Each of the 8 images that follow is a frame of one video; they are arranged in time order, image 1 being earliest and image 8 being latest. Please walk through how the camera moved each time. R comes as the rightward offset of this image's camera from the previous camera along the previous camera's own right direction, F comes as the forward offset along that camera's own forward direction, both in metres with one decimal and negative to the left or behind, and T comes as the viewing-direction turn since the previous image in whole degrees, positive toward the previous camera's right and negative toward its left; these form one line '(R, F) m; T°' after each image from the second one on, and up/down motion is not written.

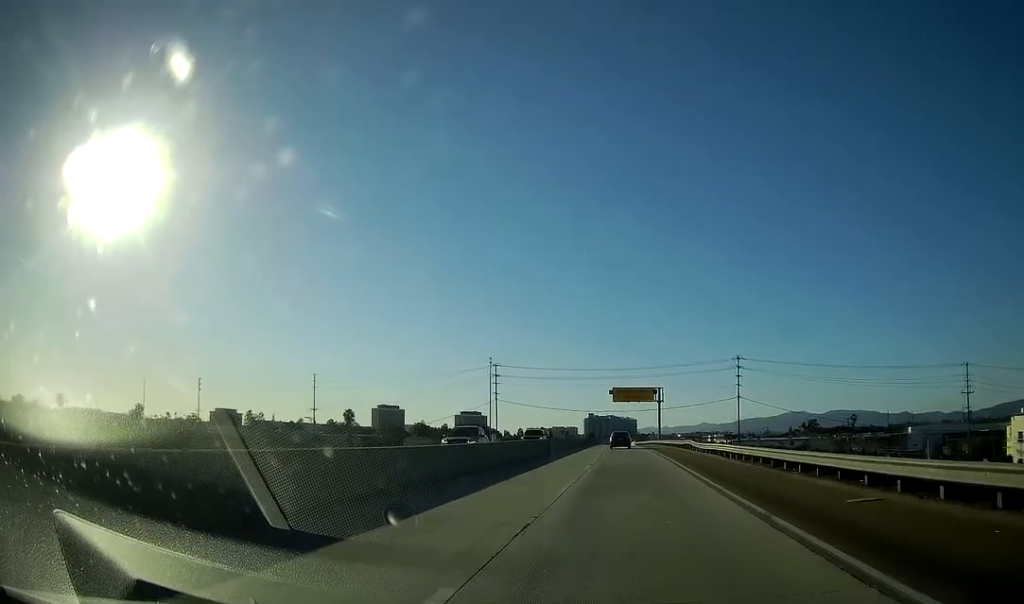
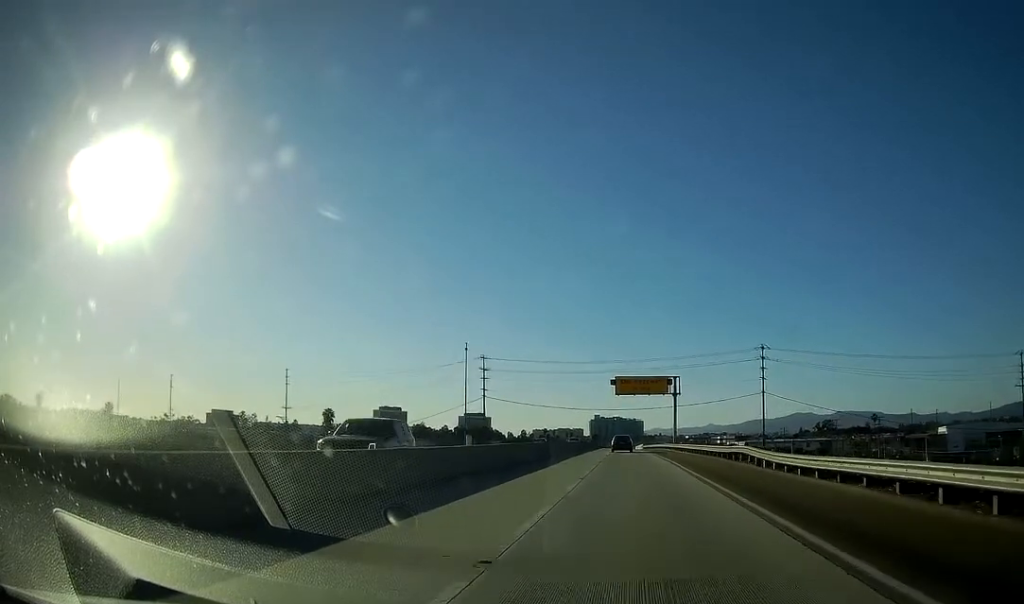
(0.0, +22.8) m; 0°
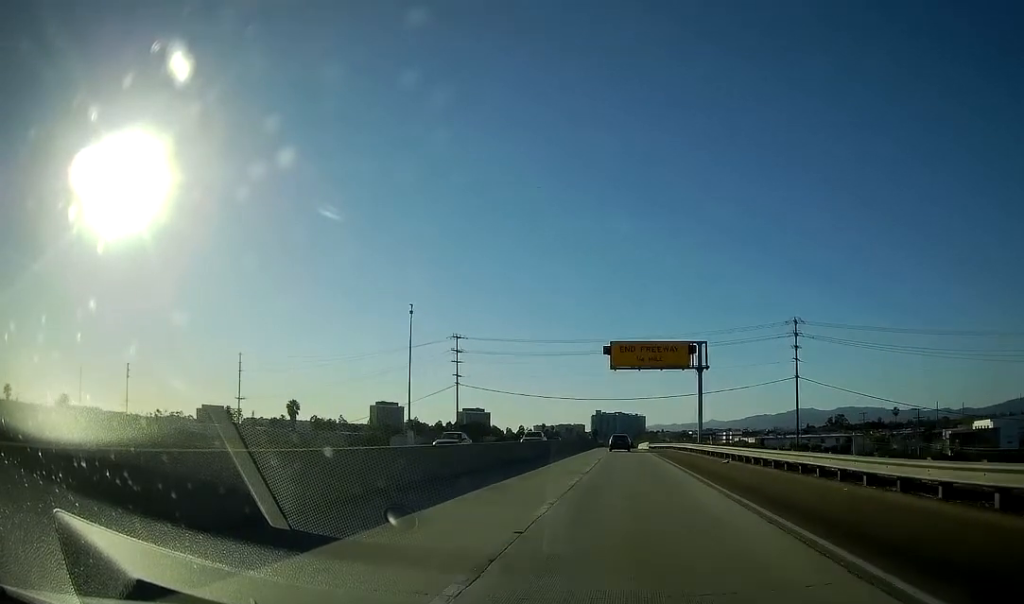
(-0.1, +26.9) m; 0°
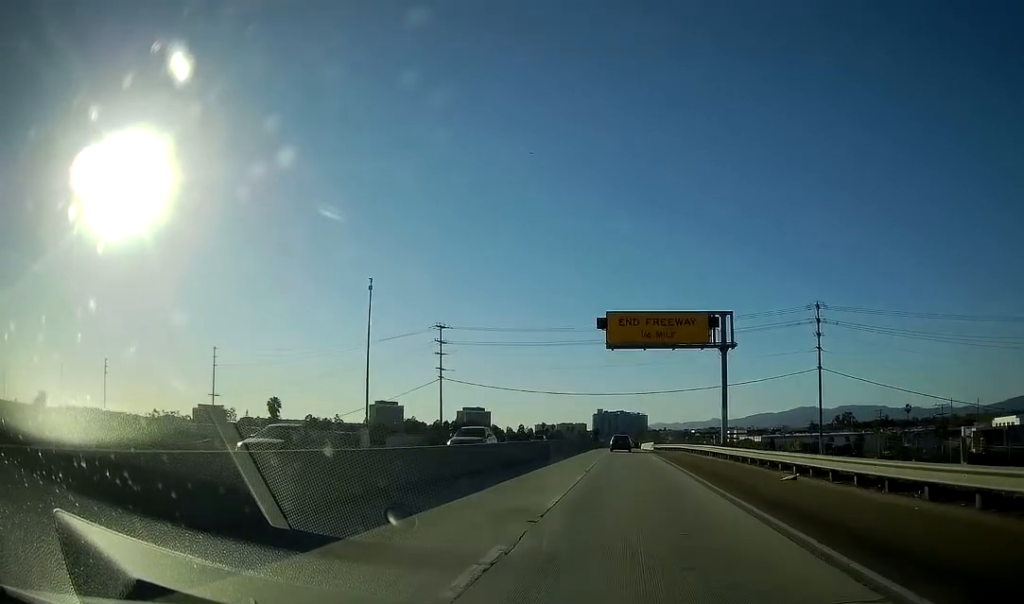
(0.0, +12.5) m; 0°
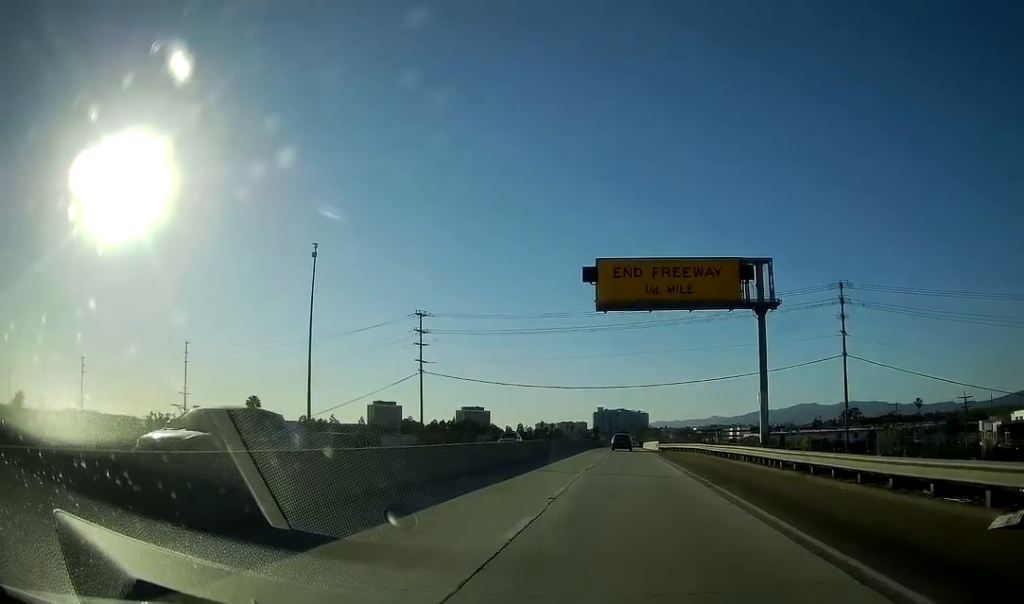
(0.0, +12.3) m; 0°
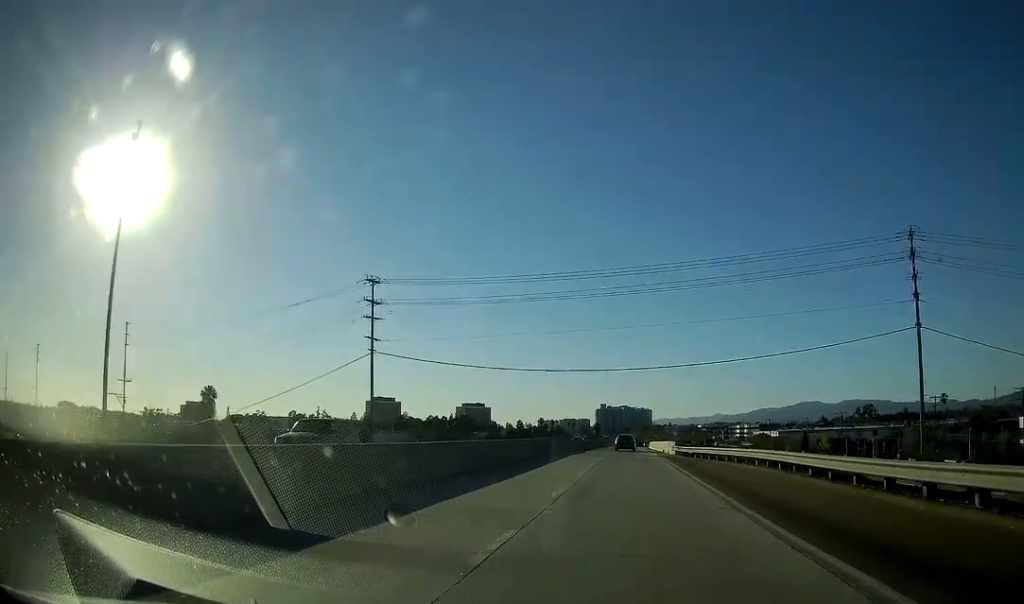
(+0.1, +22.8) m; 0°
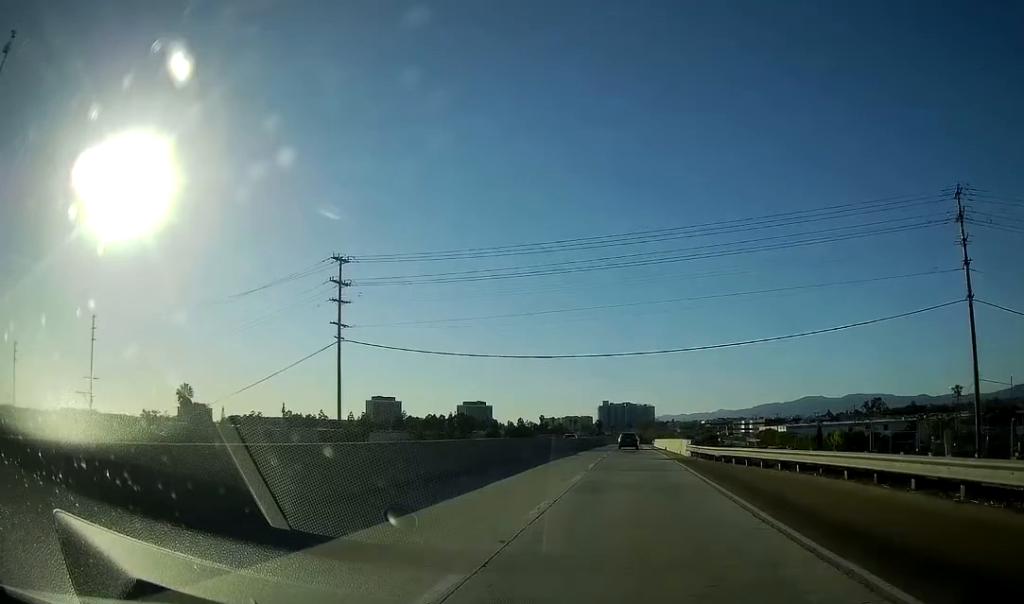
(+0.1, +10.5) m; 0°
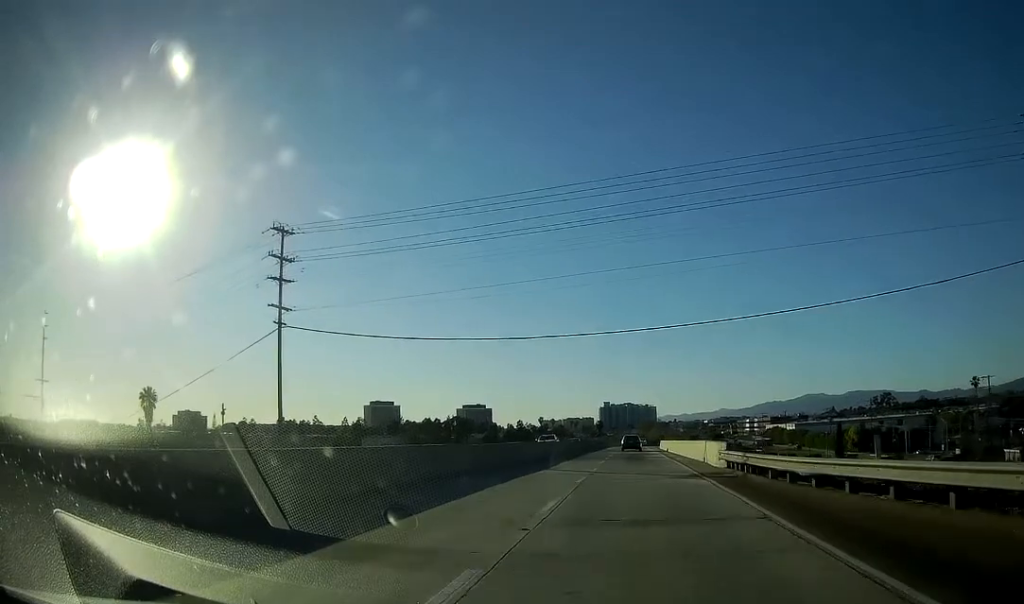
(0.0, +13.6) m; 0°
